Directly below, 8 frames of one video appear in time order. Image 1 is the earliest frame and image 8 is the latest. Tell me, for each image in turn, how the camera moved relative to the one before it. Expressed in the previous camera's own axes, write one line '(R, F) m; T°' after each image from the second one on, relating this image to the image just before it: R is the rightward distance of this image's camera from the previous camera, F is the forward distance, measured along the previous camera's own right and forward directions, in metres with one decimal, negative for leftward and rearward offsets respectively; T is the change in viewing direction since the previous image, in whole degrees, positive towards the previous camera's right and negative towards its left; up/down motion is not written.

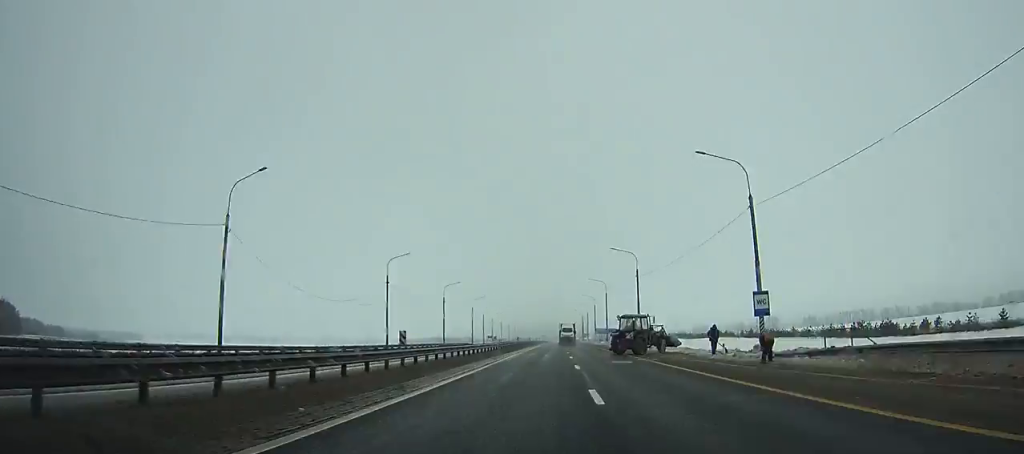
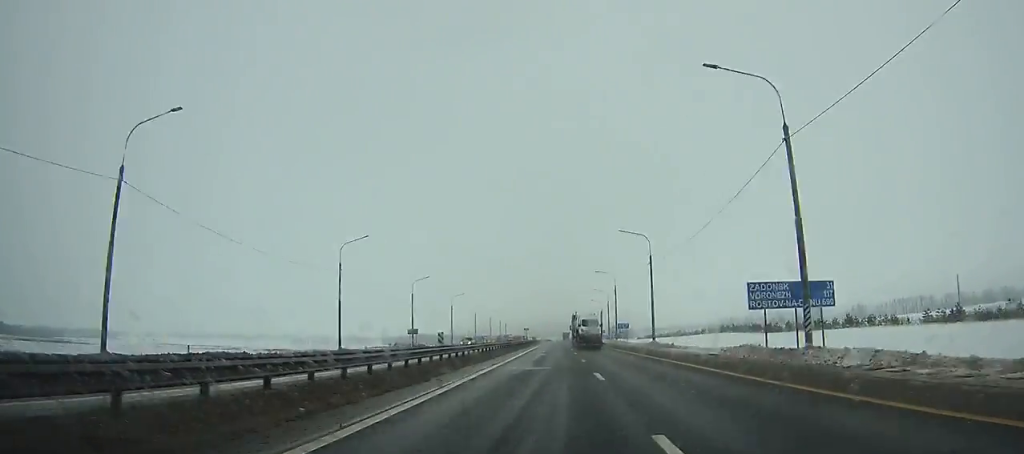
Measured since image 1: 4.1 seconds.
(+0.4, +114.8) m; 0°
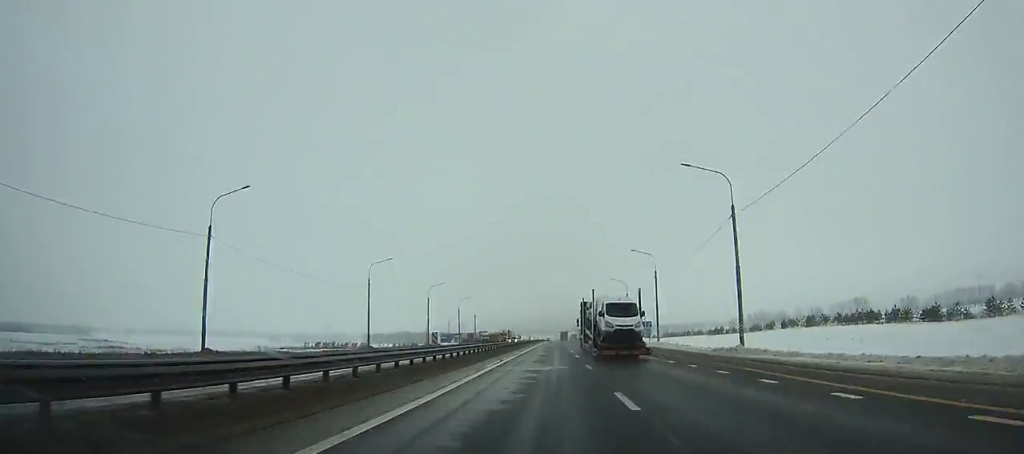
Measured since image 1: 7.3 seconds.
(+0.1, +90.0) m; 0°
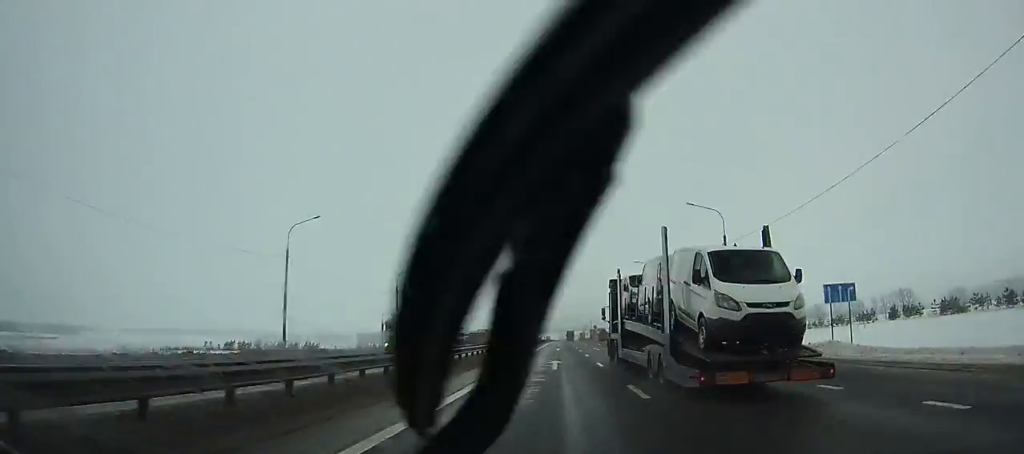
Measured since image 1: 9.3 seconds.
(-0.3, +56.7) m; 0°
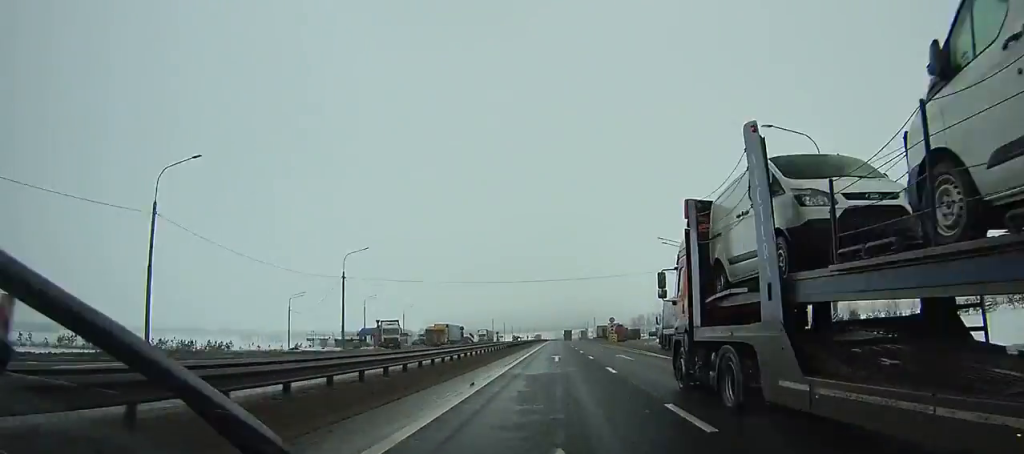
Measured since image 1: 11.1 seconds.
(+0.1, +51.4) m; 0°
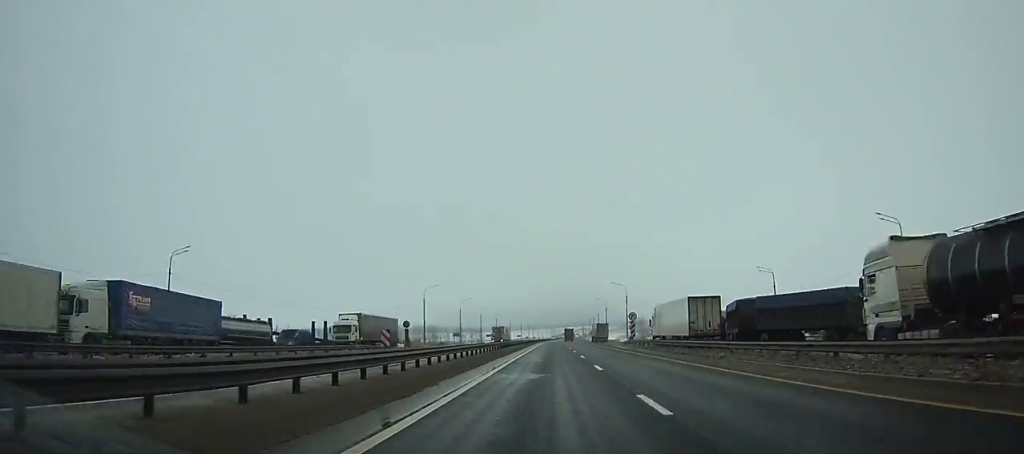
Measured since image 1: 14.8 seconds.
(+1.0, +106.2) m; +1°
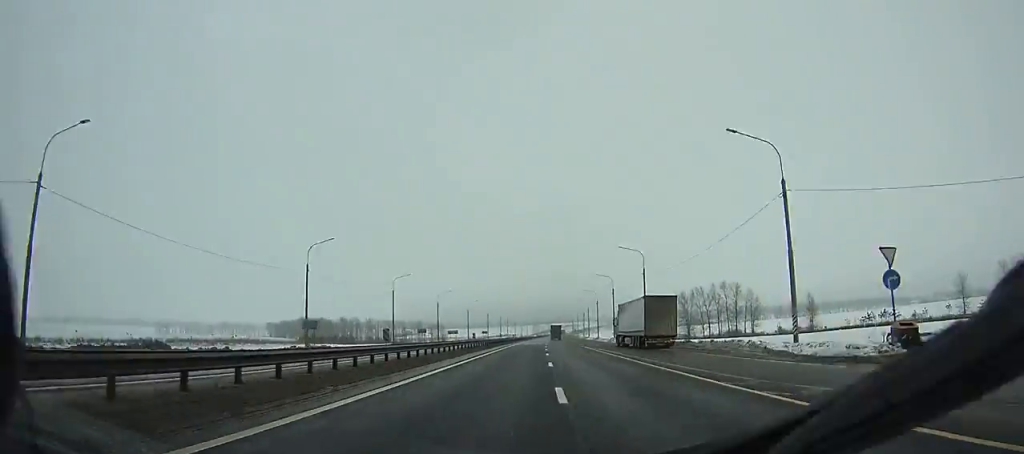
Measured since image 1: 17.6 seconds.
(+0.7, +80.6) m; +1°
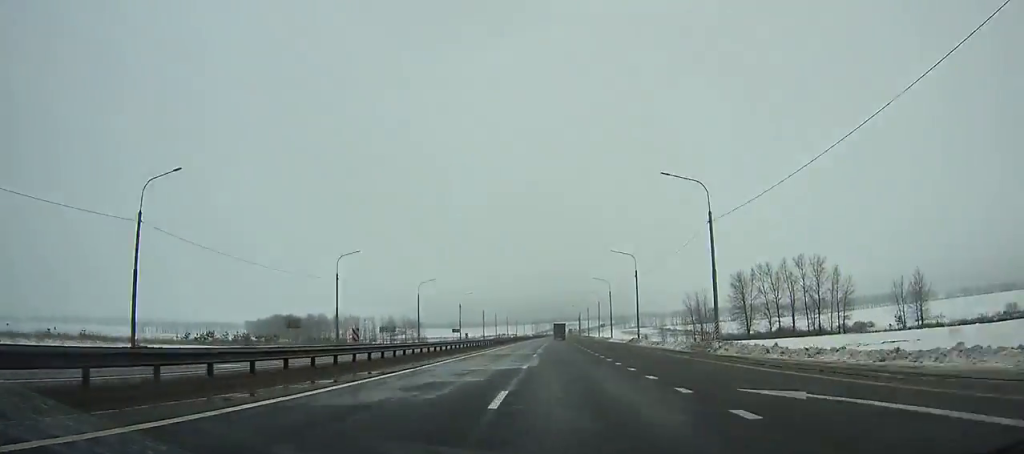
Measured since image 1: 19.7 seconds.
(+0.3, +60.2) m; 0°
